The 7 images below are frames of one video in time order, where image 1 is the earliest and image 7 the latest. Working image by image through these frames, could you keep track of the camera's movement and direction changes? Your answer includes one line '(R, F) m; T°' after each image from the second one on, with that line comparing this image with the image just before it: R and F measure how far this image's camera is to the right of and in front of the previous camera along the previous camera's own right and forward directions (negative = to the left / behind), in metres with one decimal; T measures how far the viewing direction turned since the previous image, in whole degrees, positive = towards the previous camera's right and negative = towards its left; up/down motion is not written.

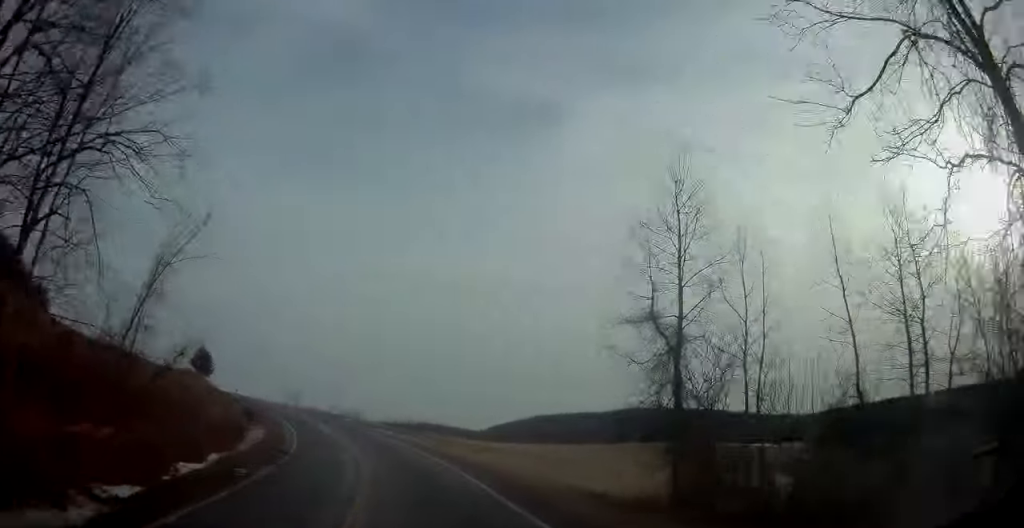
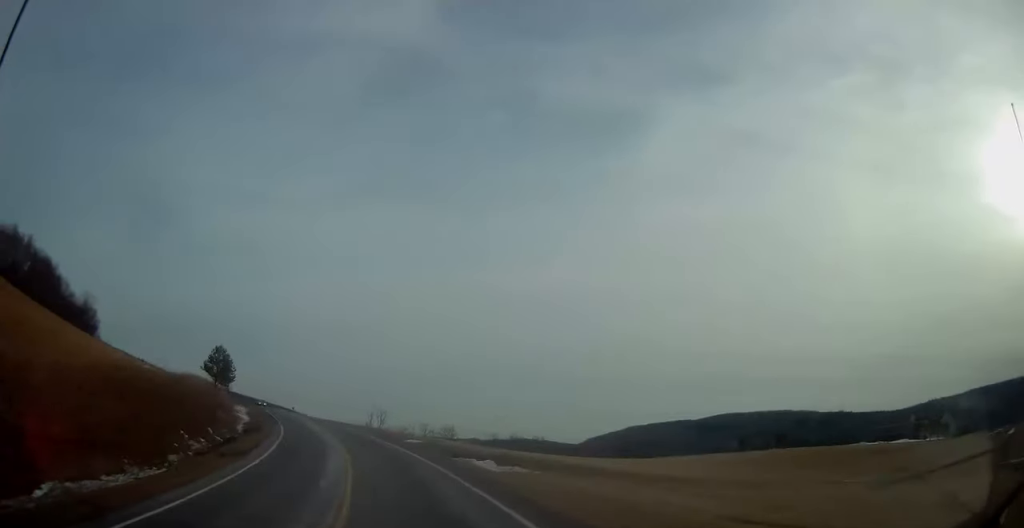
(-2.1, +26.1) m; -9°
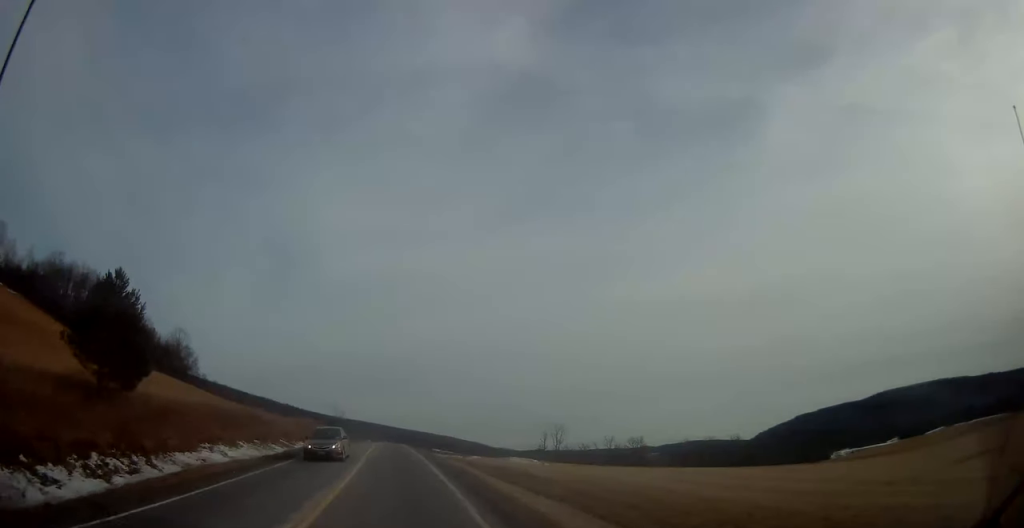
(-7.4, +45.2) m; -17°
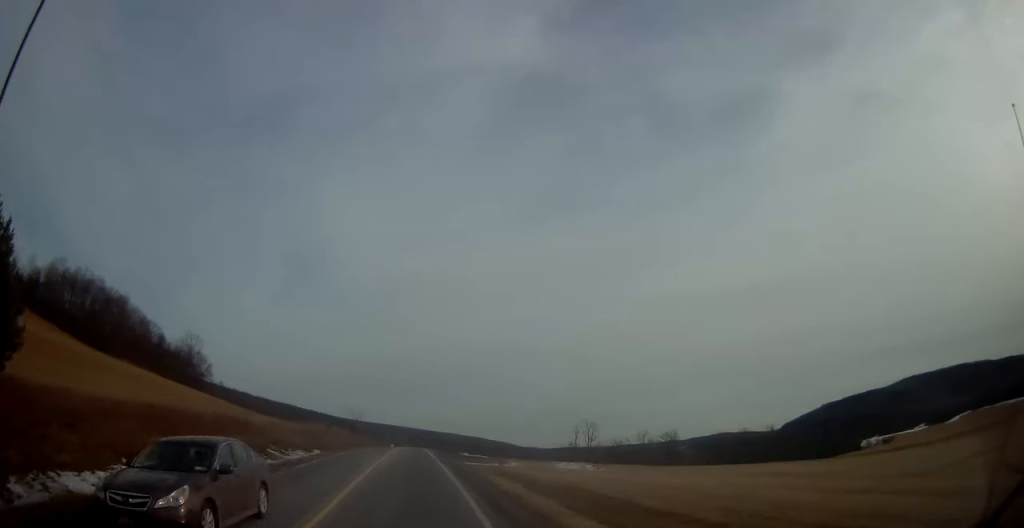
(-0.3, +9.4) m; -2°
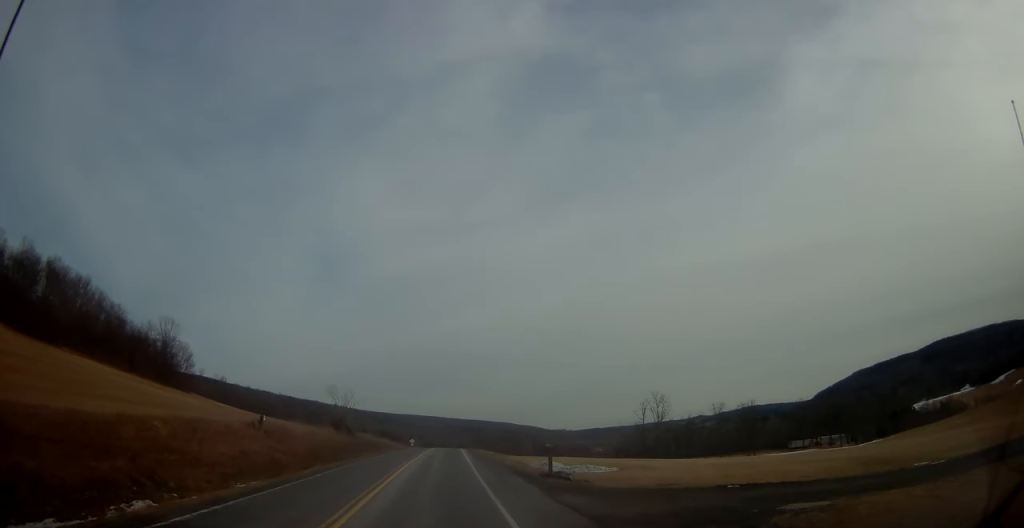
(-1.9, +42.6) m; -4°
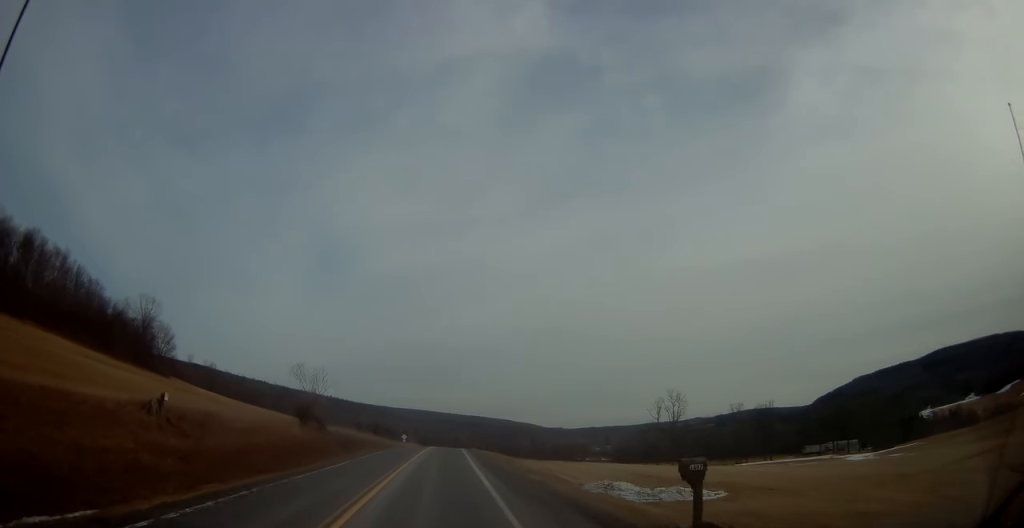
(+0.1, +14.4) m; 0°
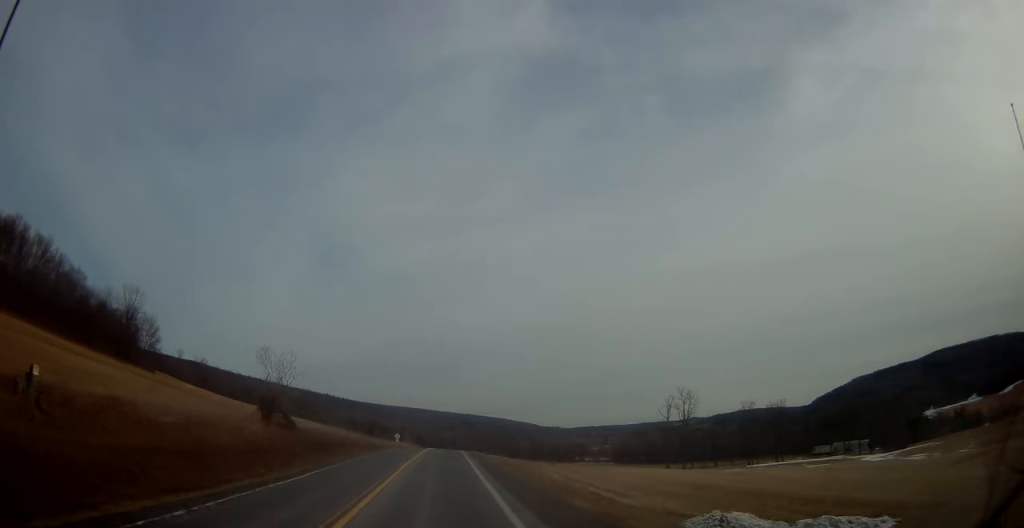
(0.0, +9.4) m; 0°
